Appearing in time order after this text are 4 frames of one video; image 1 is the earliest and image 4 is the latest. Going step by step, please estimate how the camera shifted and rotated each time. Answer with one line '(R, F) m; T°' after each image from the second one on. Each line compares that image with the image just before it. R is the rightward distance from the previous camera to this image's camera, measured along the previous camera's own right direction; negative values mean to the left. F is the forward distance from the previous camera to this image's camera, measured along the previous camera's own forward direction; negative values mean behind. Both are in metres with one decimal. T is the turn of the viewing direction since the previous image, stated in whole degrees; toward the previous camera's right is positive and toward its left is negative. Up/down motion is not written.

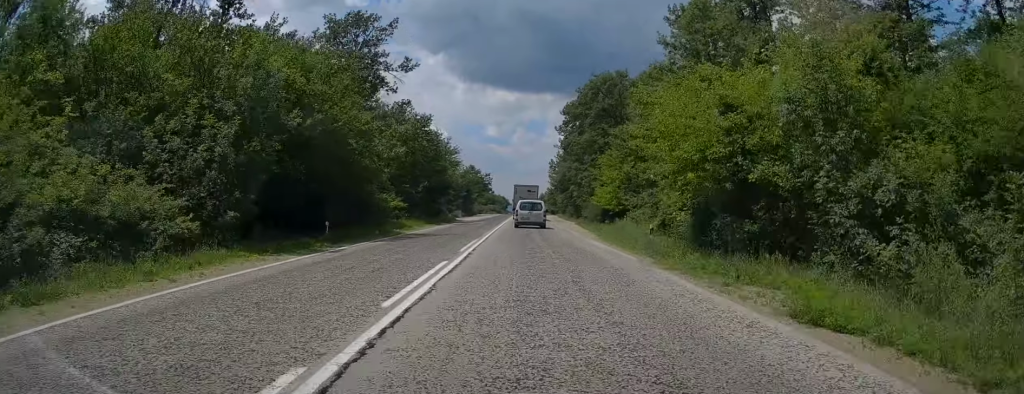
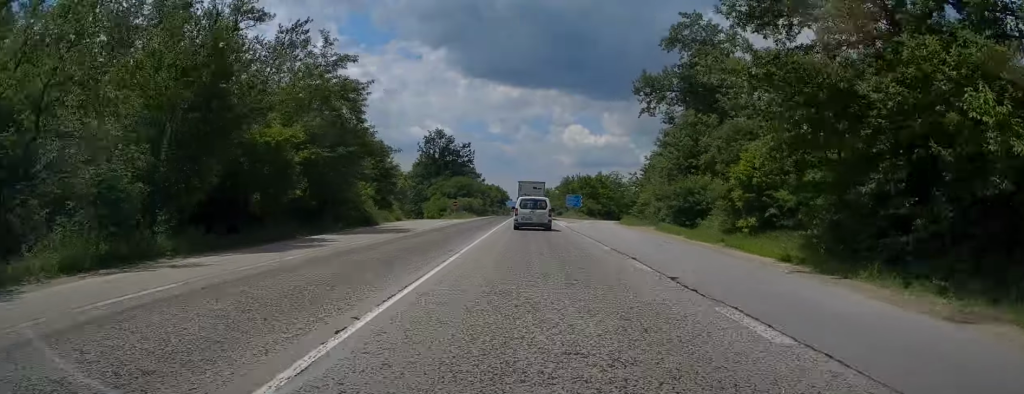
(+0.1, +95.2) m; 0°
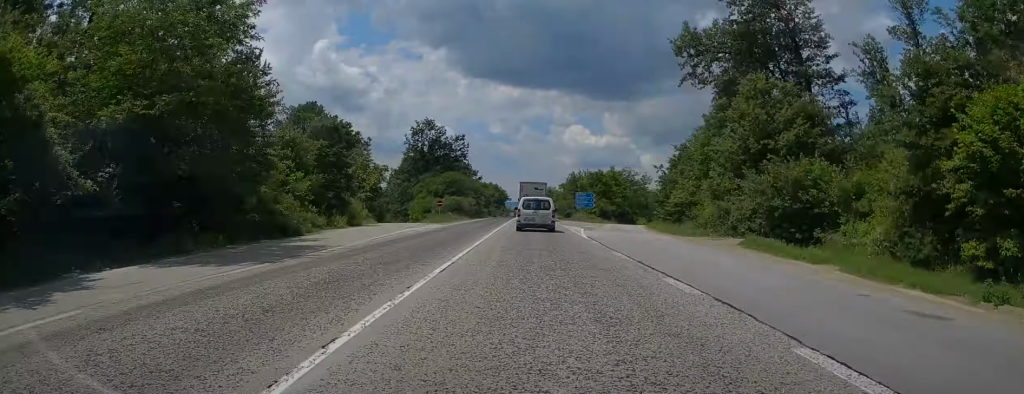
(-0.2, +14.7) m; -1°
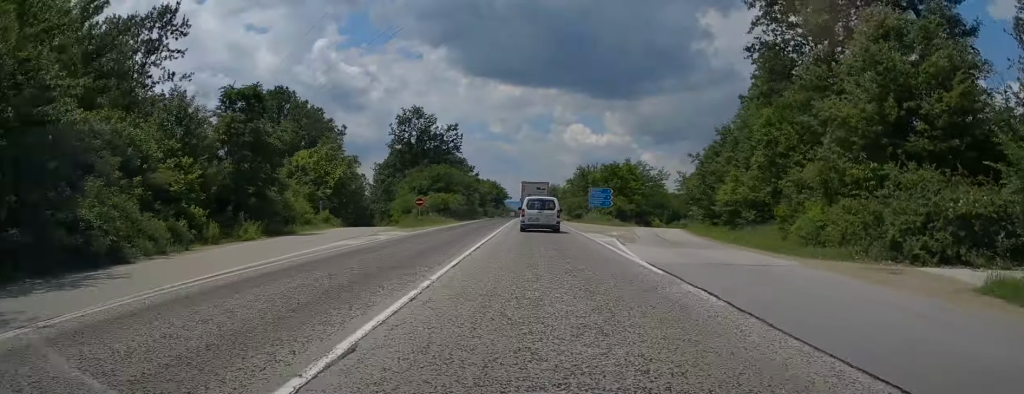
(-0.1, +13.2) m; -1°
